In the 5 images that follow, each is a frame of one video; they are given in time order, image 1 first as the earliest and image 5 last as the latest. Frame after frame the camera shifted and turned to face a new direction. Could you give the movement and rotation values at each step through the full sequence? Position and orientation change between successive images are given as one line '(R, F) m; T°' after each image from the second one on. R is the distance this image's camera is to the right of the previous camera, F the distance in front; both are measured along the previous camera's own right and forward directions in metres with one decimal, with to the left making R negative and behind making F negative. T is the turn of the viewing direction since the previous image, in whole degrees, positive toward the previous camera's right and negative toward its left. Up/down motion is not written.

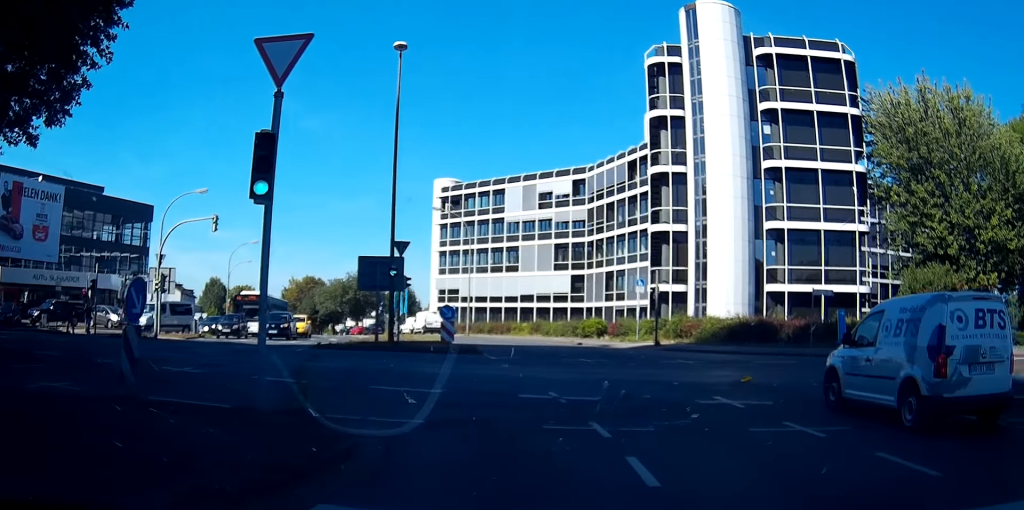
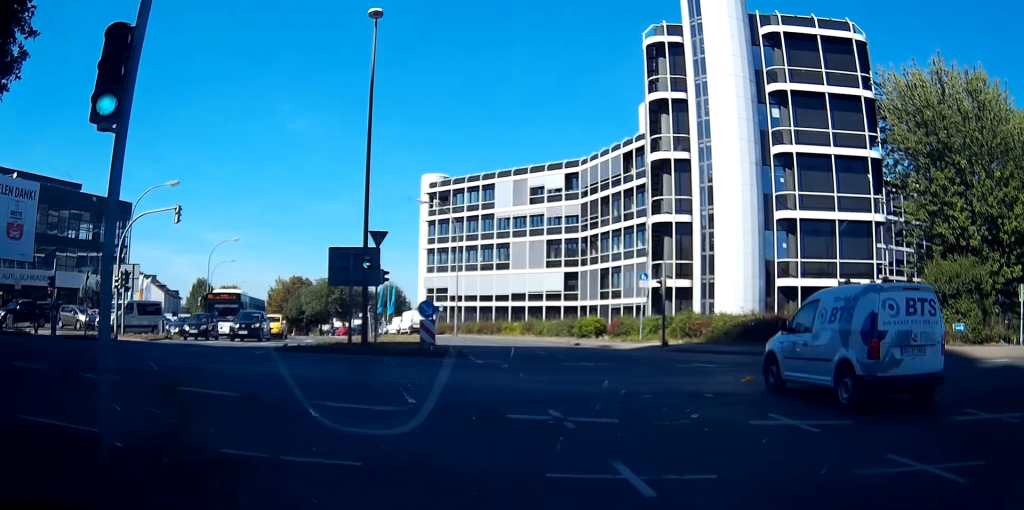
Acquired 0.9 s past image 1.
(-0.3, +3.3) m; -10°
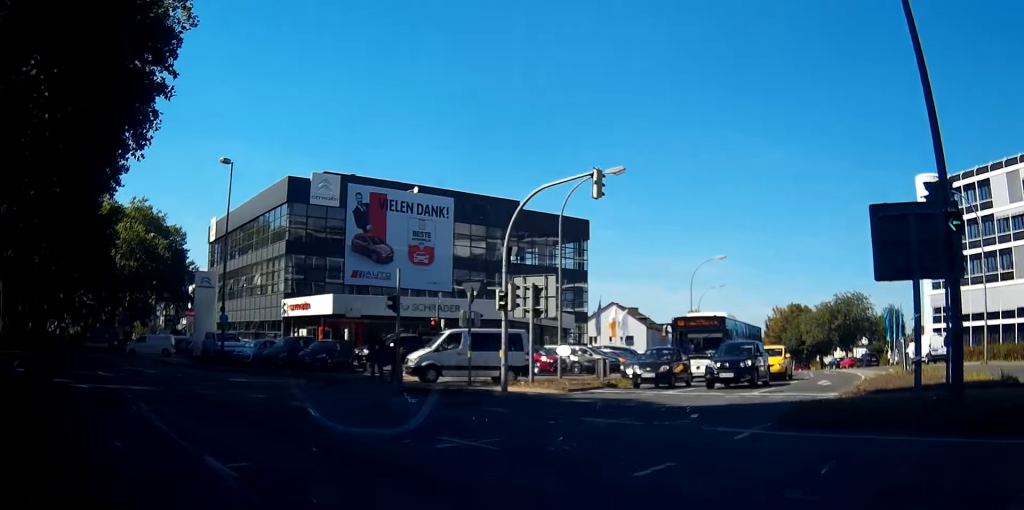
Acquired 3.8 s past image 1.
(-3.9, +14.5) m; -24°
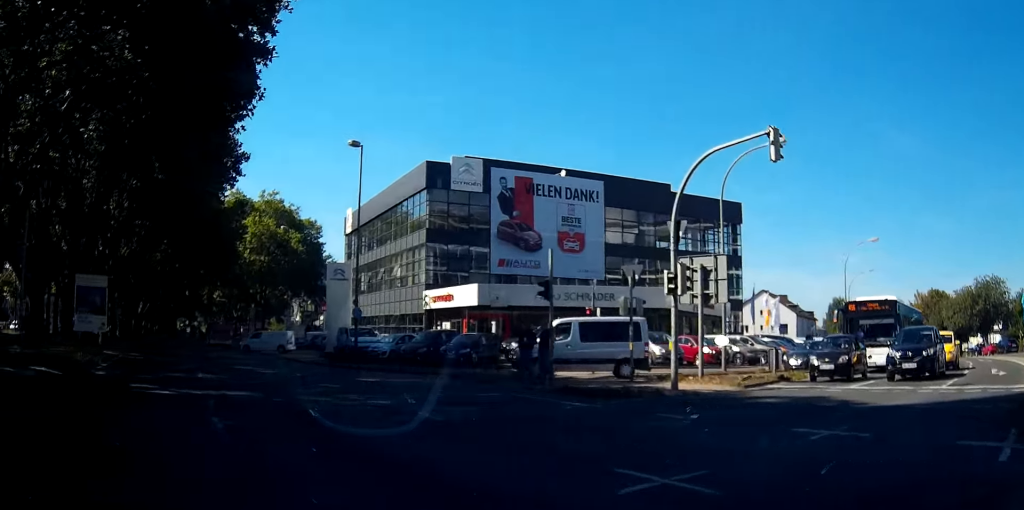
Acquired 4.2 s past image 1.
(-0.1, +3.1) m; -2°
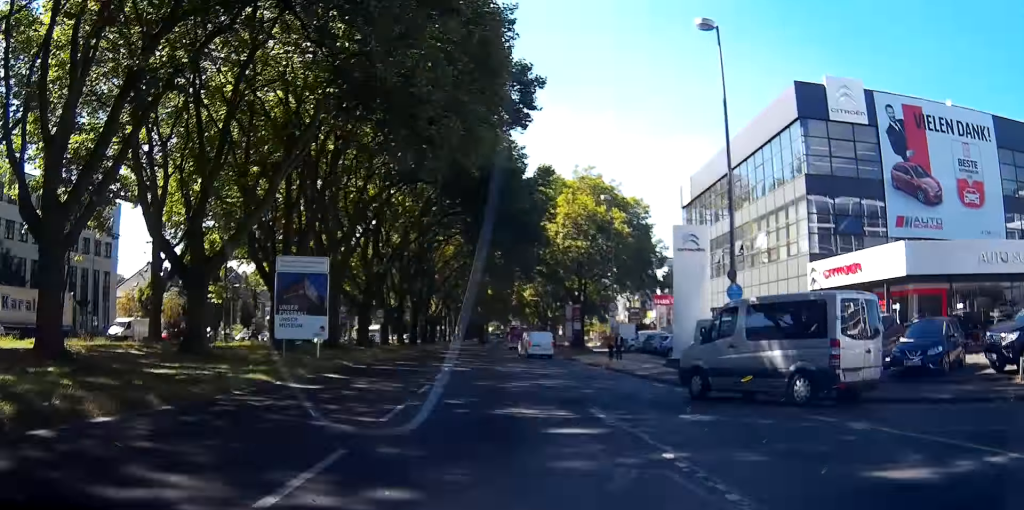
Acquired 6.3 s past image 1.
(-1.1, +16.4) m; -9°
